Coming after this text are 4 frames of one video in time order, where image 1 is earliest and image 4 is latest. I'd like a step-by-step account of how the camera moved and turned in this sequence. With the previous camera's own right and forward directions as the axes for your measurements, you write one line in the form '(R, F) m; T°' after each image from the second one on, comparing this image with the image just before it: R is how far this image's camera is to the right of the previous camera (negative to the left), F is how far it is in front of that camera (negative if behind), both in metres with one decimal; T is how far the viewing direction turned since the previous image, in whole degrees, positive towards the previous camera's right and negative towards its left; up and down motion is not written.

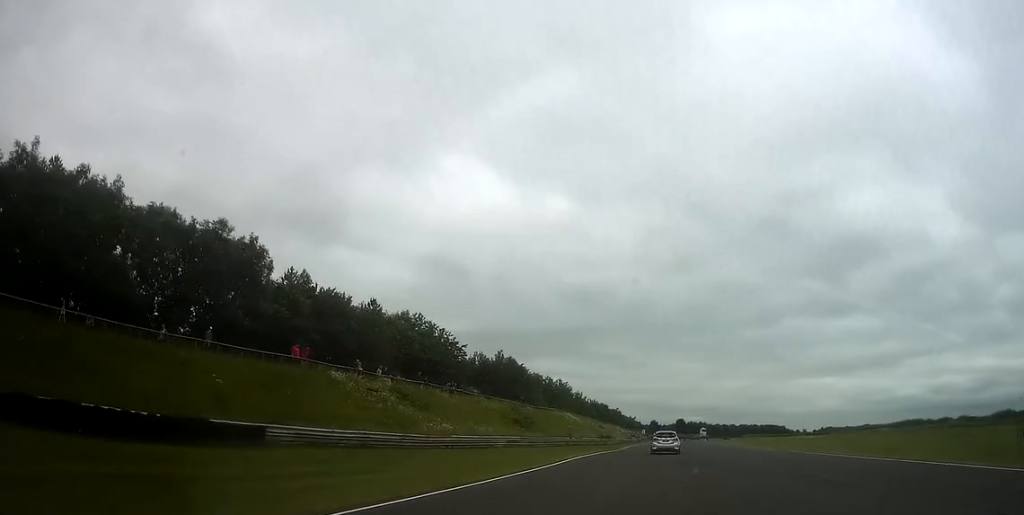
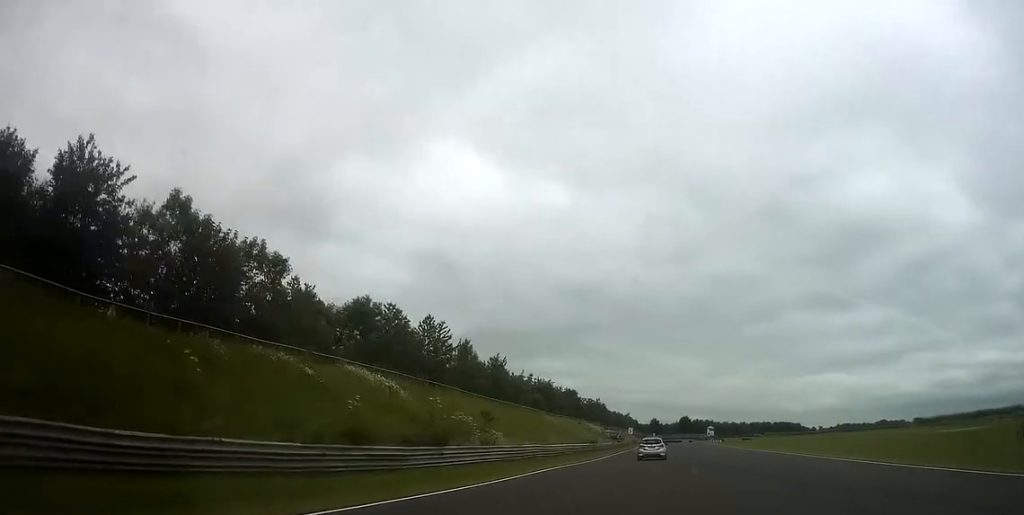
(+2.8, +83.5) m; +1°
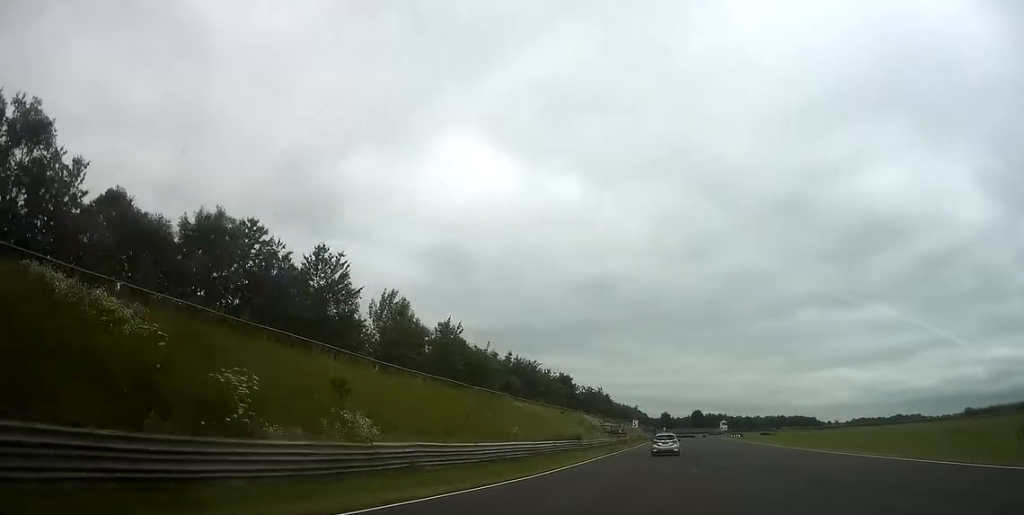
(-0.6, +25.6) m; -2°
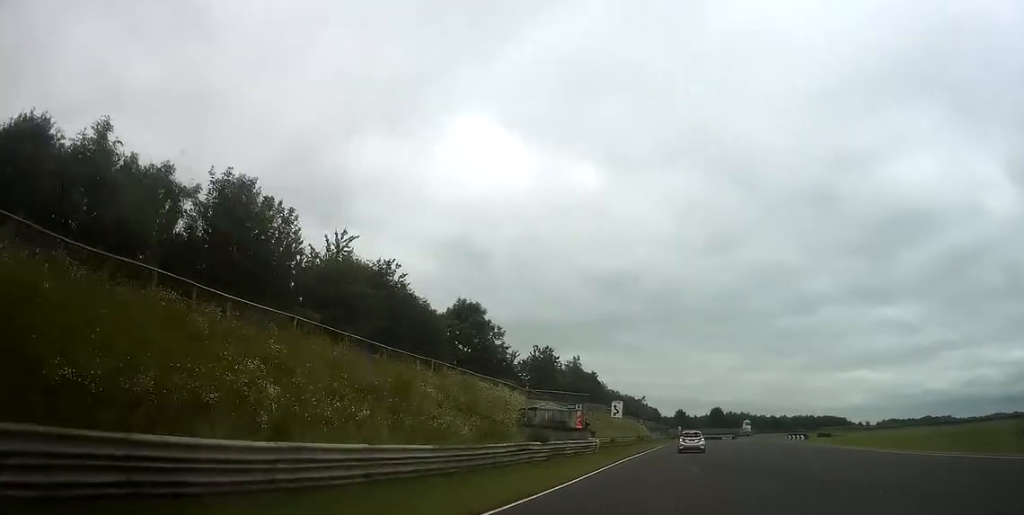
(-3.5, +68.1) m; -5°
